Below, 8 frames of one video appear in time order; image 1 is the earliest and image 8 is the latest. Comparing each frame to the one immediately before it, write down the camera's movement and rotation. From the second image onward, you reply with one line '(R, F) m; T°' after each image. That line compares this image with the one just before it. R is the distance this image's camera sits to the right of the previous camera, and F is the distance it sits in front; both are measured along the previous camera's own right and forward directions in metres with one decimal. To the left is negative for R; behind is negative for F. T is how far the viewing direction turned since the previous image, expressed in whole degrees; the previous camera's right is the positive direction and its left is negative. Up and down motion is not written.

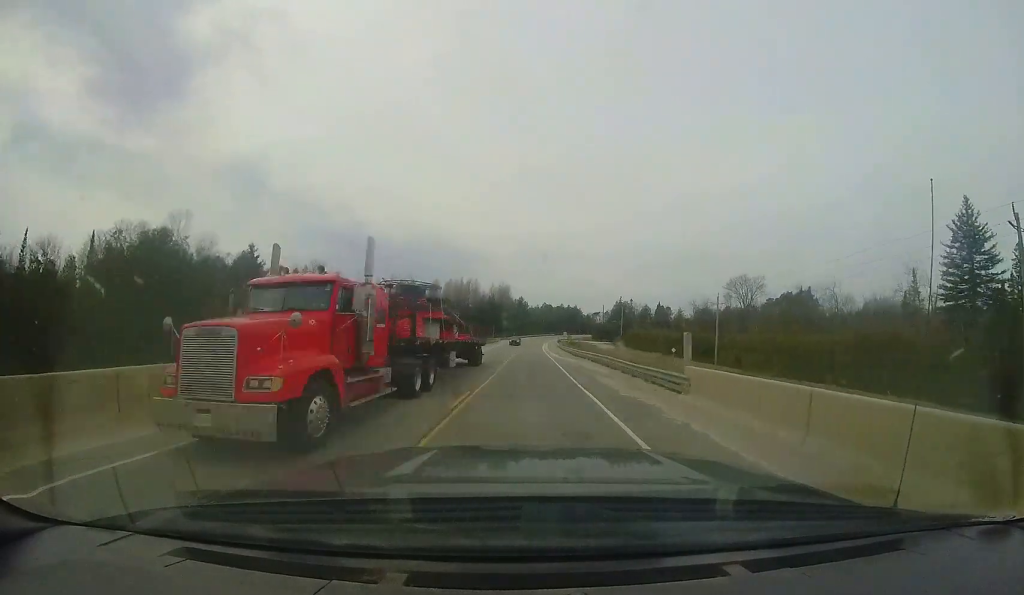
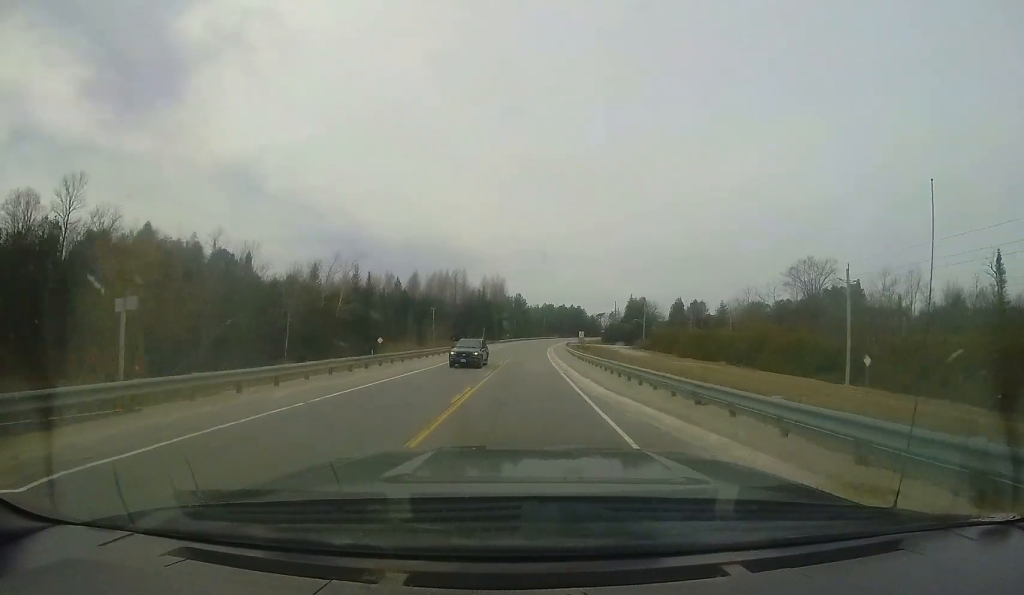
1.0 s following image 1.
(-0.2, +25.0) m; 0°
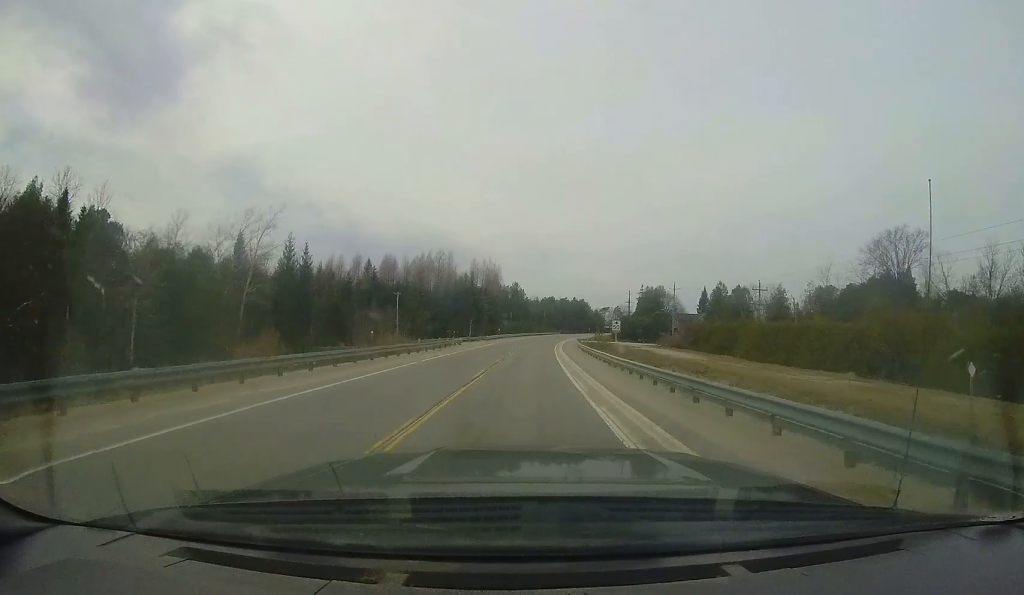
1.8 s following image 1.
(+0.2, +20.8) m; +1°
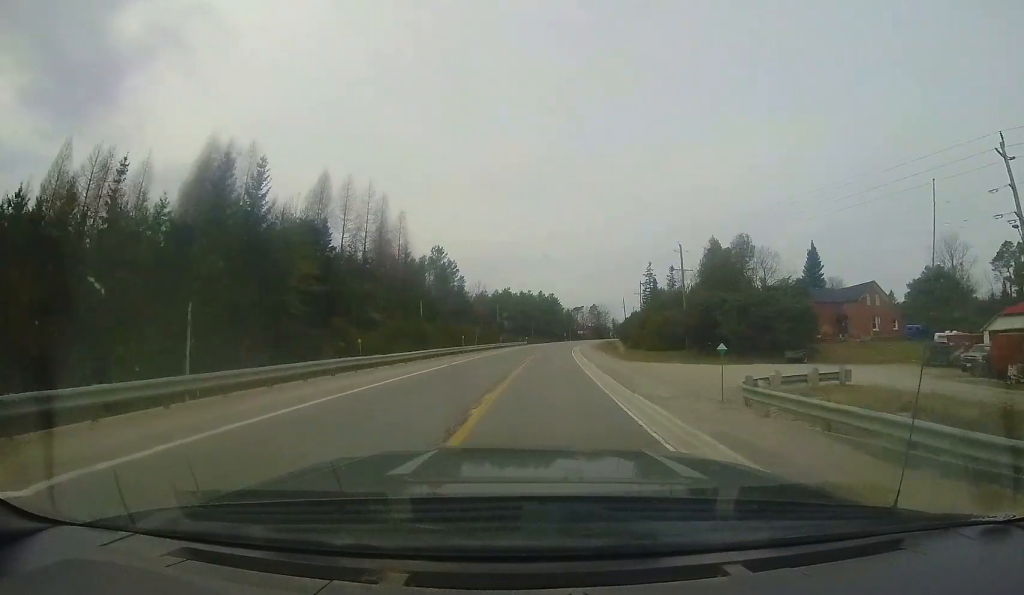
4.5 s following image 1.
(+3.5, +65.2) m; +8°
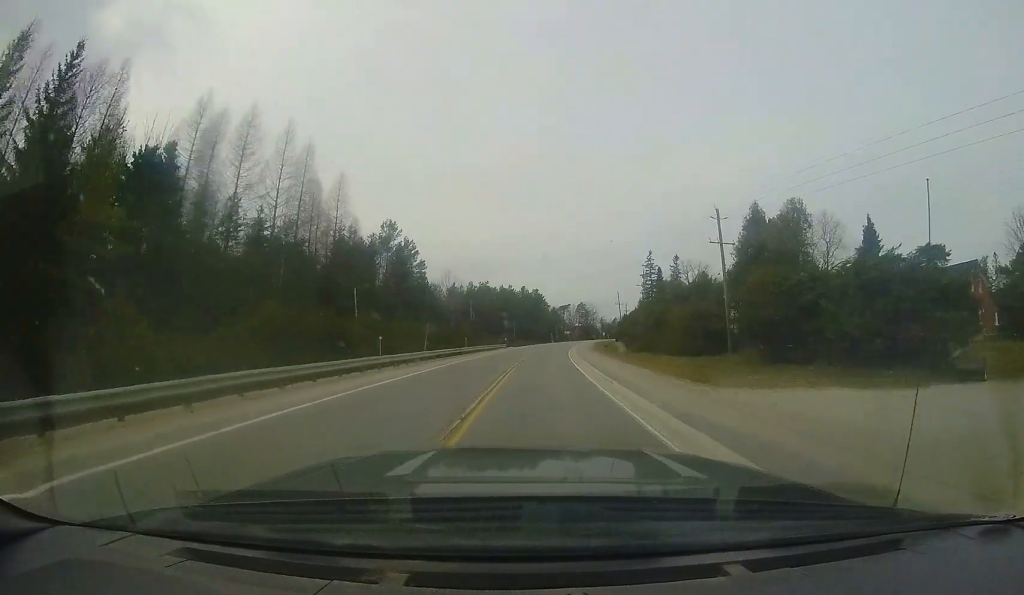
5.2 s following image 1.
(+0.4, +15.9) m; +2°
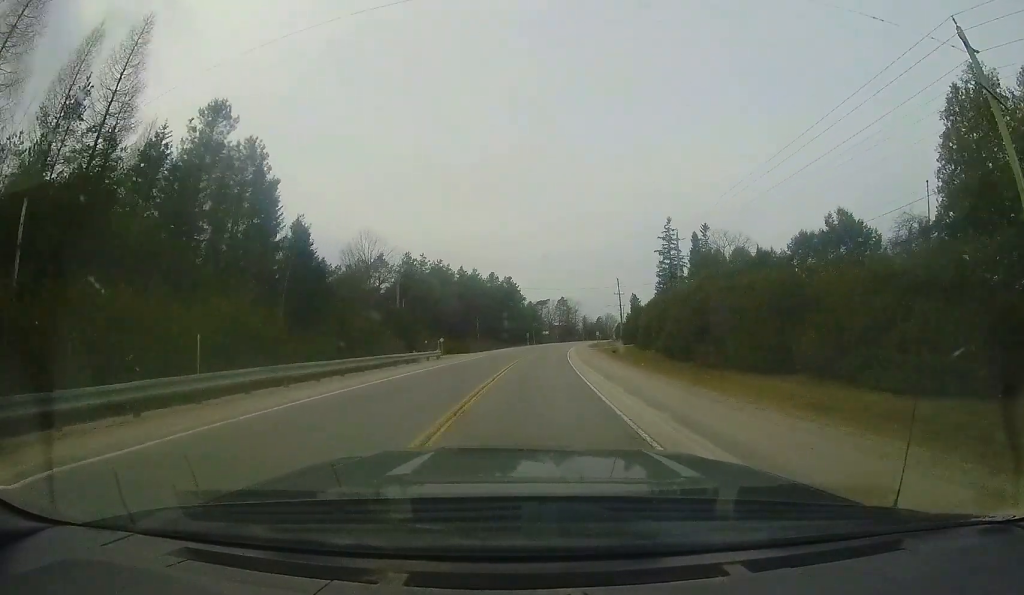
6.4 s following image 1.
(+0.8, +29.3) m; +2°
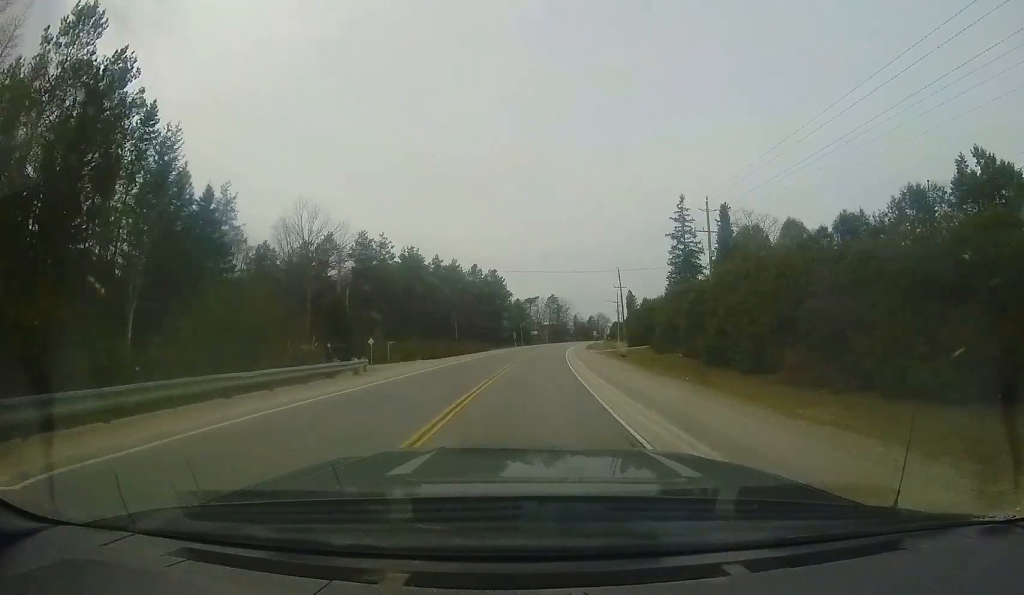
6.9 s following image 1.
(+0.1, +11.7) m; +1°
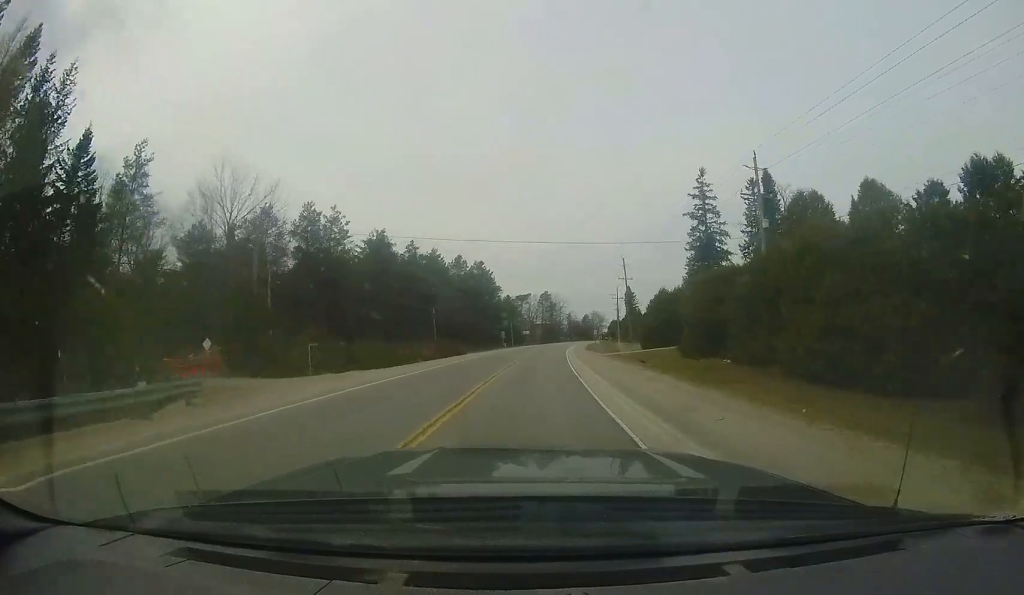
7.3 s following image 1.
(-0.2, +10.2) m; +1°
